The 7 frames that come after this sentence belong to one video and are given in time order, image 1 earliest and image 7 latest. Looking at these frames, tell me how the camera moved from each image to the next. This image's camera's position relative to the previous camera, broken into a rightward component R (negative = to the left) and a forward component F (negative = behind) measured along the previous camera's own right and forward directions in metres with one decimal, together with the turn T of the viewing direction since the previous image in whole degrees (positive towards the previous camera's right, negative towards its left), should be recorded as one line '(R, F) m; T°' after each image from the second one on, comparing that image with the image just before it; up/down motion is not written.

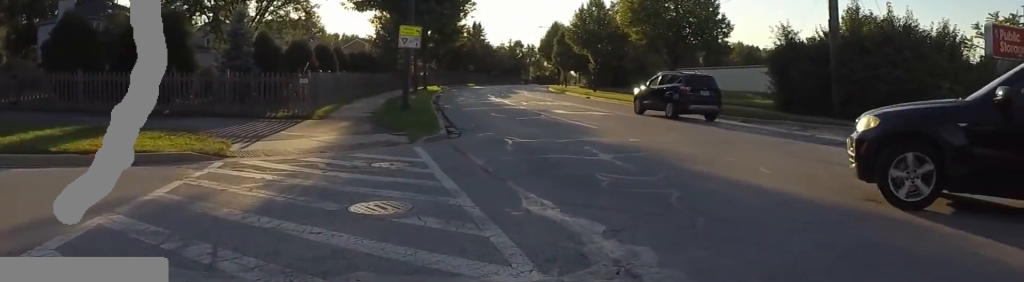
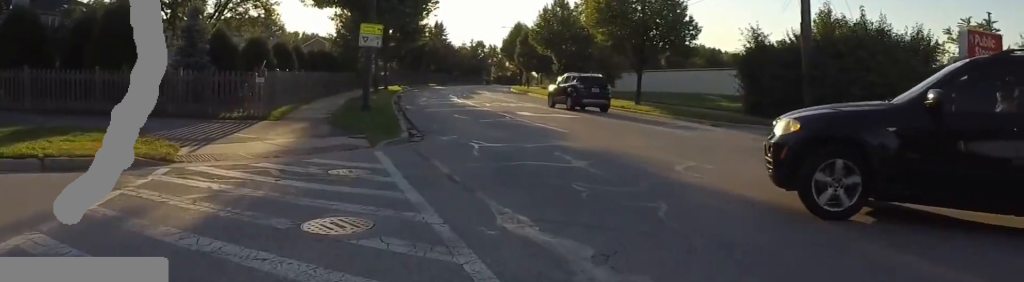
(0.0, +0.8) m; -4°
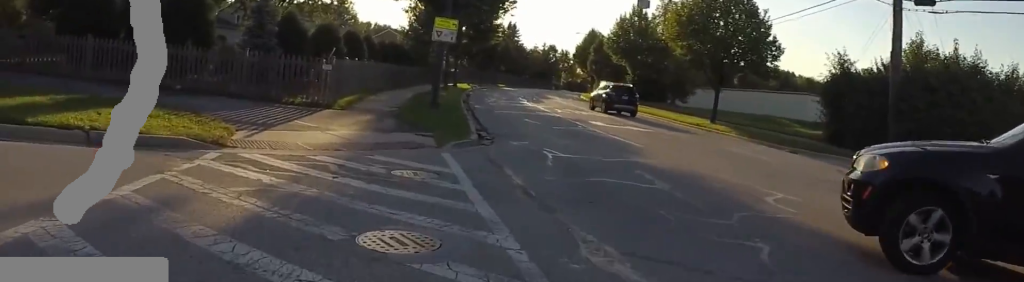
(0.0, +0.9) m; -7°
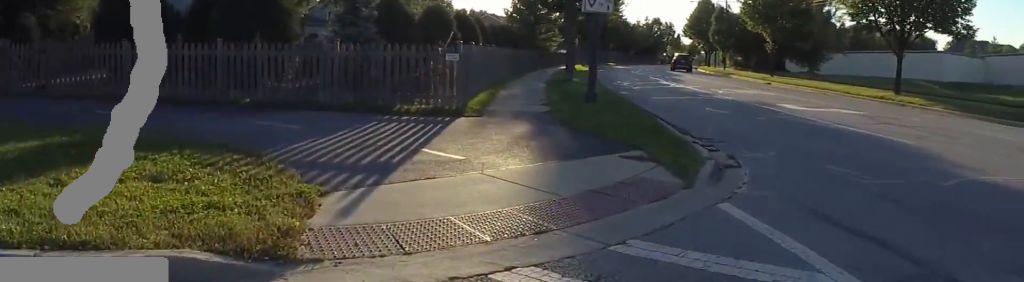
(-1.6, +5.4) m; -8°
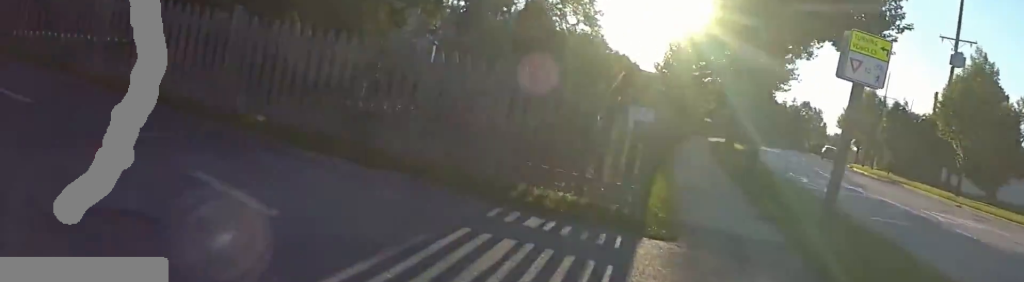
(-0.1, +5.1) m; -20°
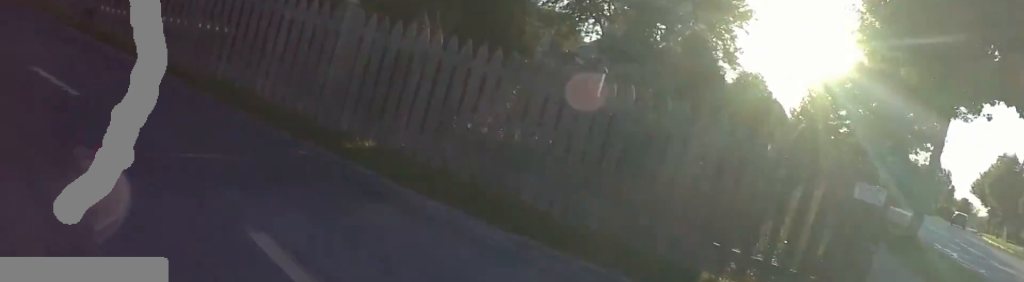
(-0.2, +1.5) m; -10°
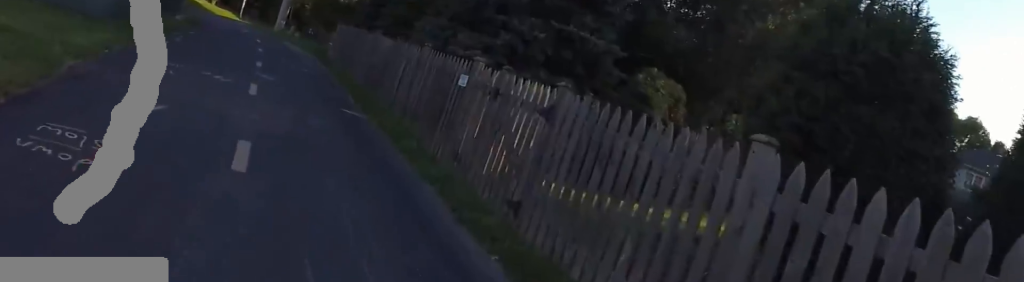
(-0.7, +4.5) m; -24°
